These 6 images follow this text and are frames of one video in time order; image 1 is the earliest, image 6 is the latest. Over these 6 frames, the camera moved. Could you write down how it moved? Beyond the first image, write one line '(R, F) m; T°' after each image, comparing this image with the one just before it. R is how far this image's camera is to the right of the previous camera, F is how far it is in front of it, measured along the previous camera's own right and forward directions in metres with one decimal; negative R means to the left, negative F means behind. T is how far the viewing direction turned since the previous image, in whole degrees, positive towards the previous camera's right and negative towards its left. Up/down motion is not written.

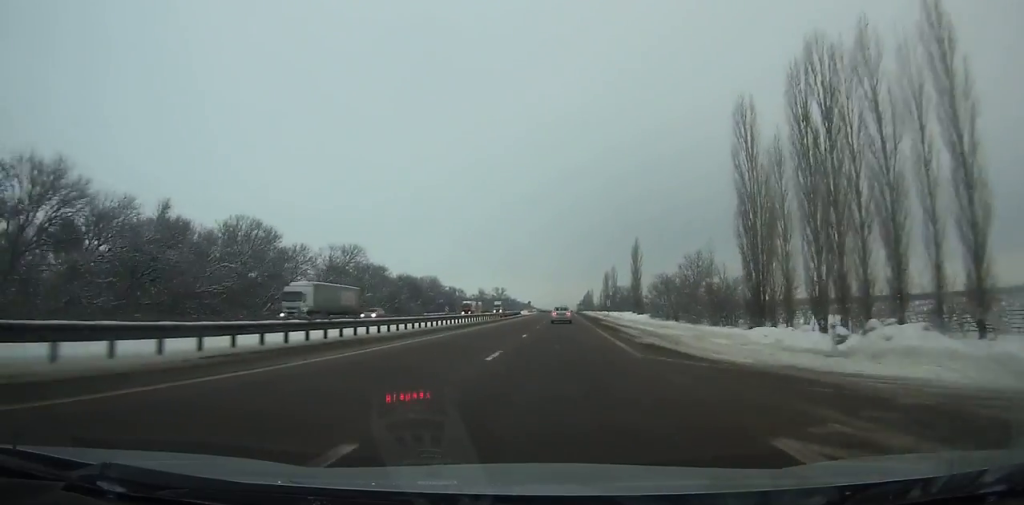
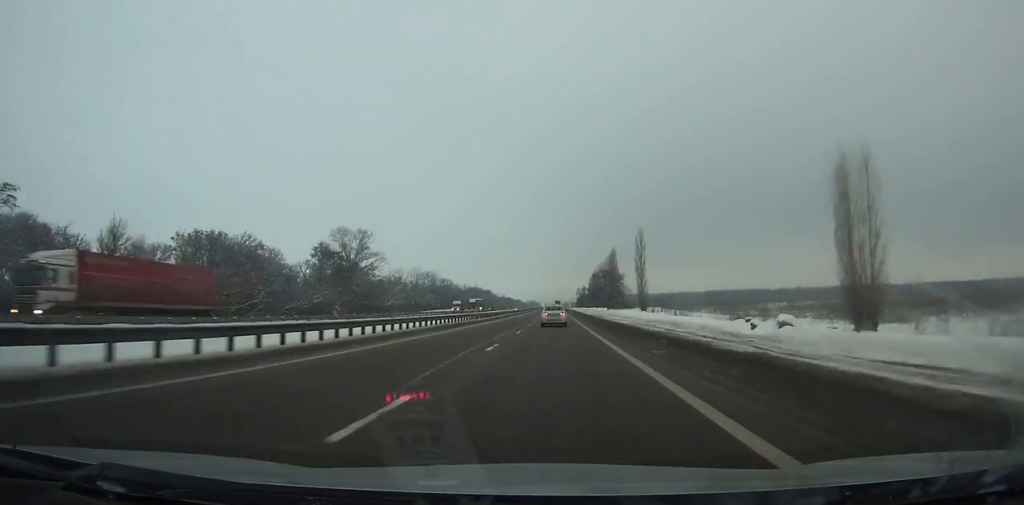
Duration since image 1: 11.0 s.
(+2.9, +333.9) m; 0°
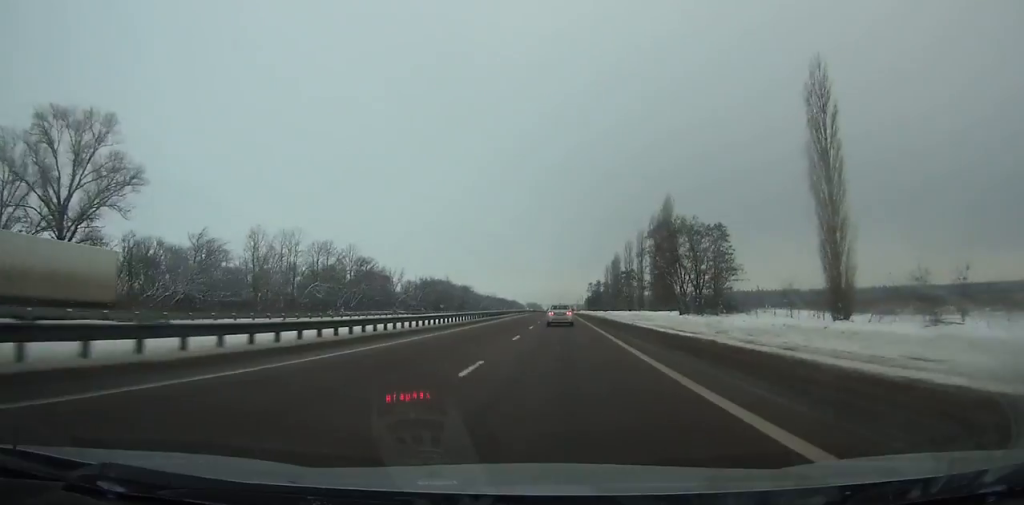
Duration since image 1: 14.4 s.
(0.0, +102.1) m; 0°
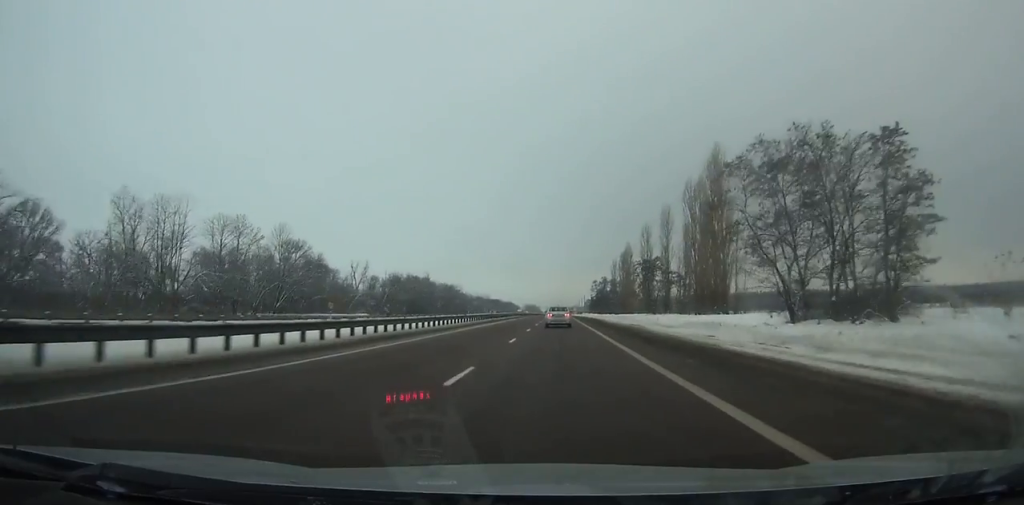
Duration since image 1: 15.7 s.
(0.0, +38.8) m; 0°
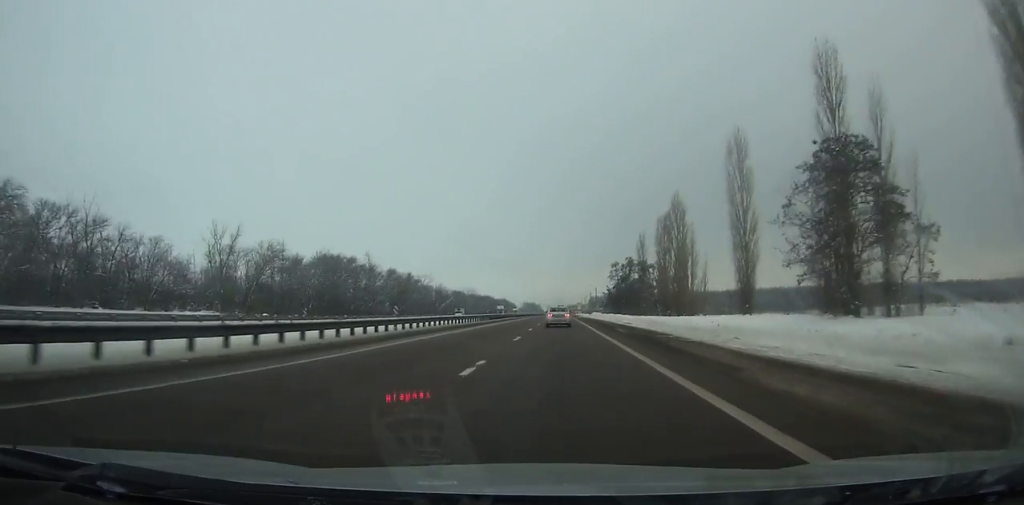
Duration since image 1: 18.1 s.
(0.0, +71.5) m; 0°
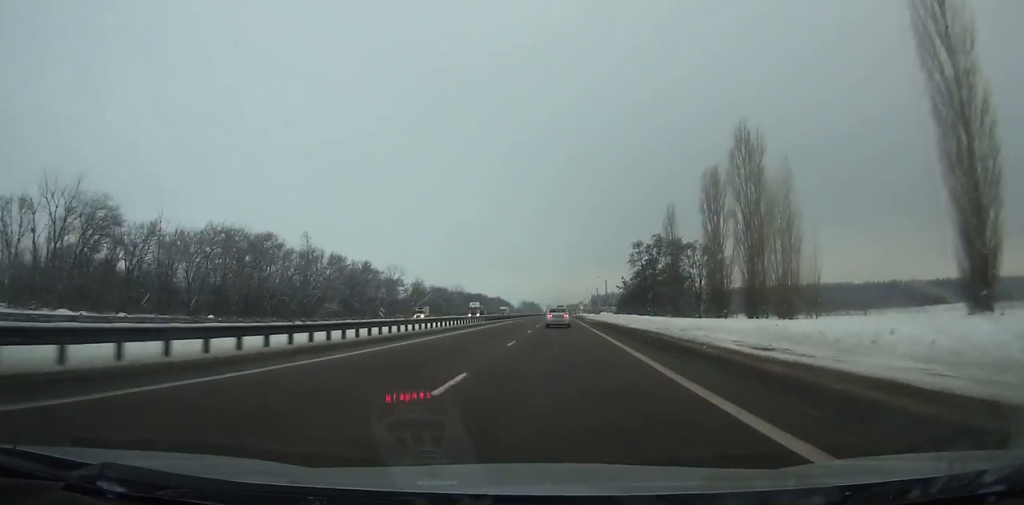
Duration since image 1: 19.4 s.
(0.0, +38.7) m; 0°
